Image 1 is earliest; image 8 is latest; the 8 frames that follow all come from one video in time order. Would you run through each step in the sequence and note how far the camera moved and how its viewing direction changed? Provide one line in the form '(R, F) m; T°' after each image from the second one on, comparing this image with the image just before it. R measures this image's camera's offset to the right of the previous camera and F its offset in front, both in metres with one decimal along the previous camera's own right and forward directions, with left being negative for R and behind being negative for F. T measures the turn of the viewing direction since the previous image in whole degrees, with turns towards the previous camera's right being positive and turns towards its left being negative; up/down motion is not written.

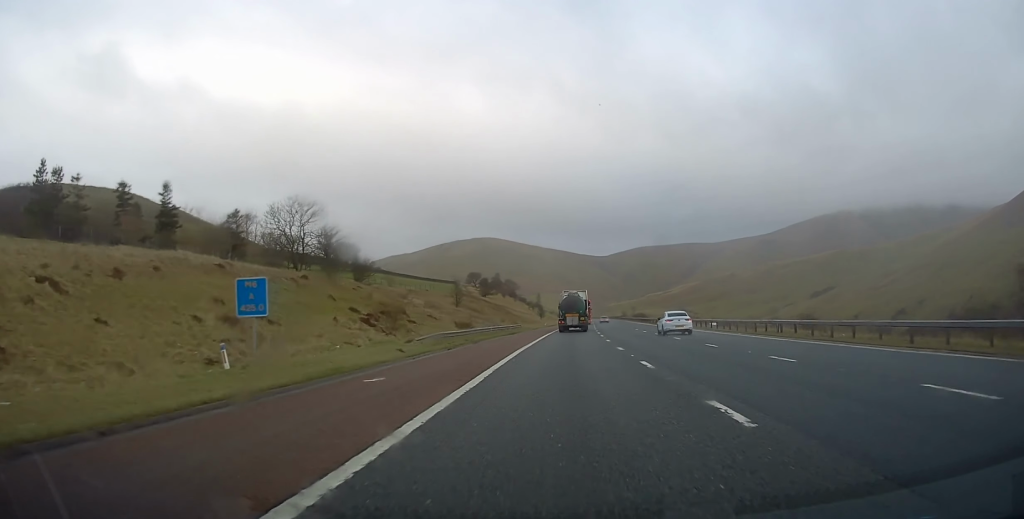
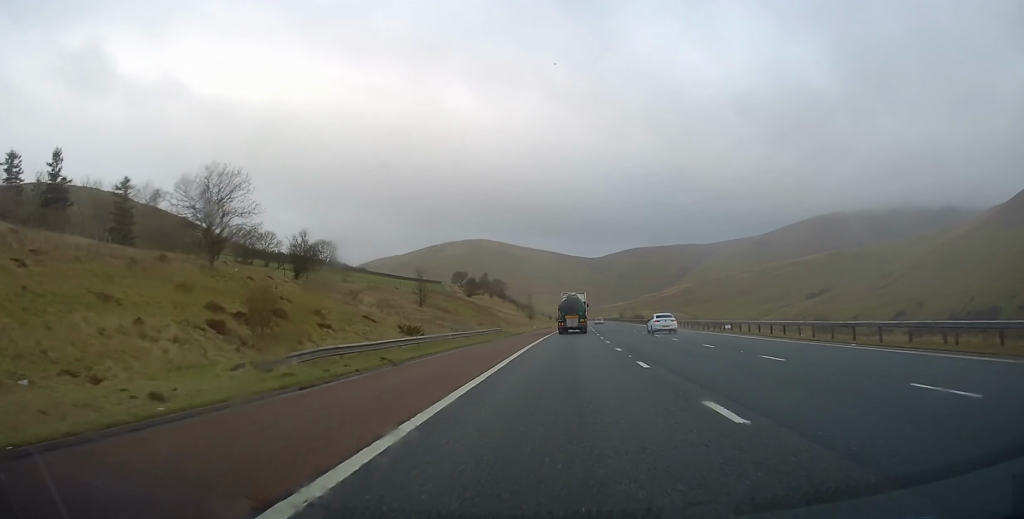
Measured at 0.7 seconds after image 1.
(+0.1, +17.6) m; +1°
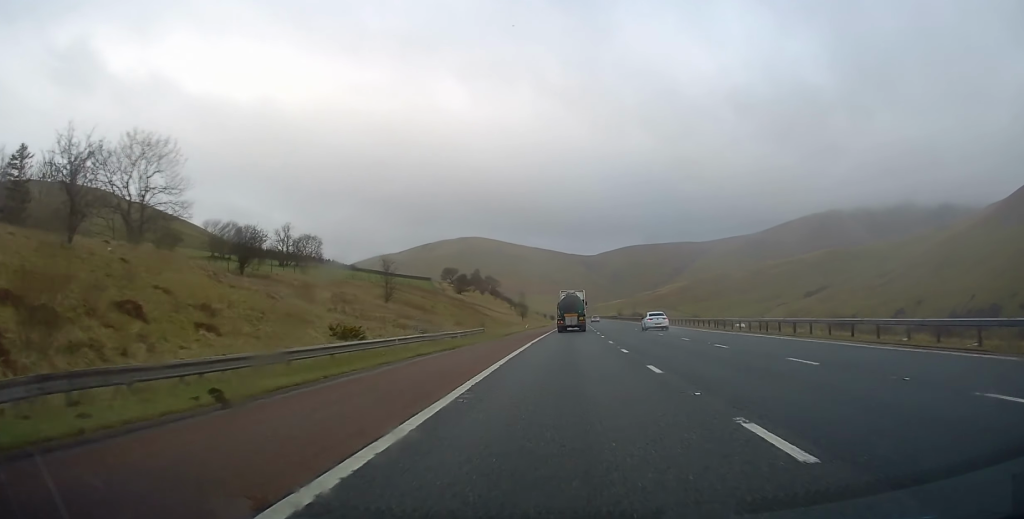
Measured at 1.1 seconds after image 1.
(0.0, +11.4) m; 0°
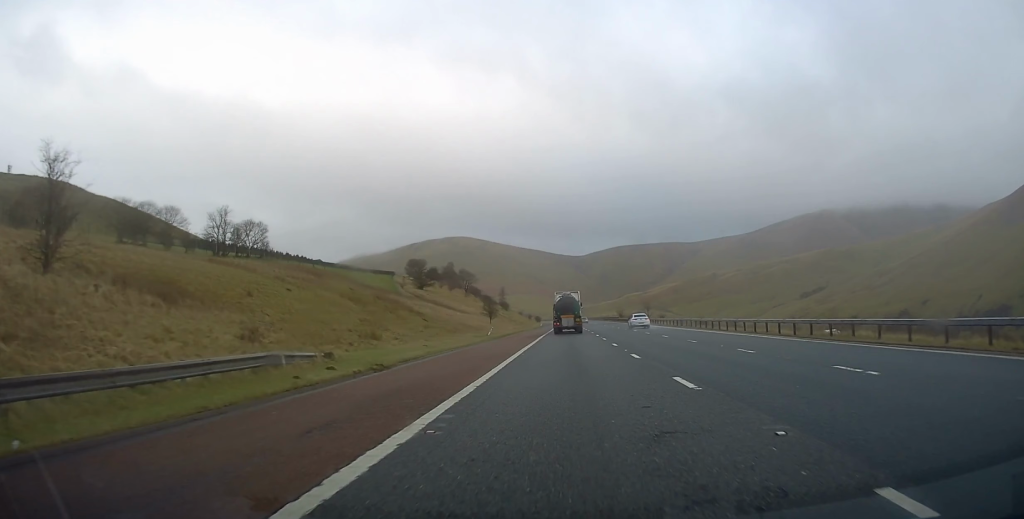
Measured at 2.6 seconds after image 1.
(+0.4, +38.9) m; +1°
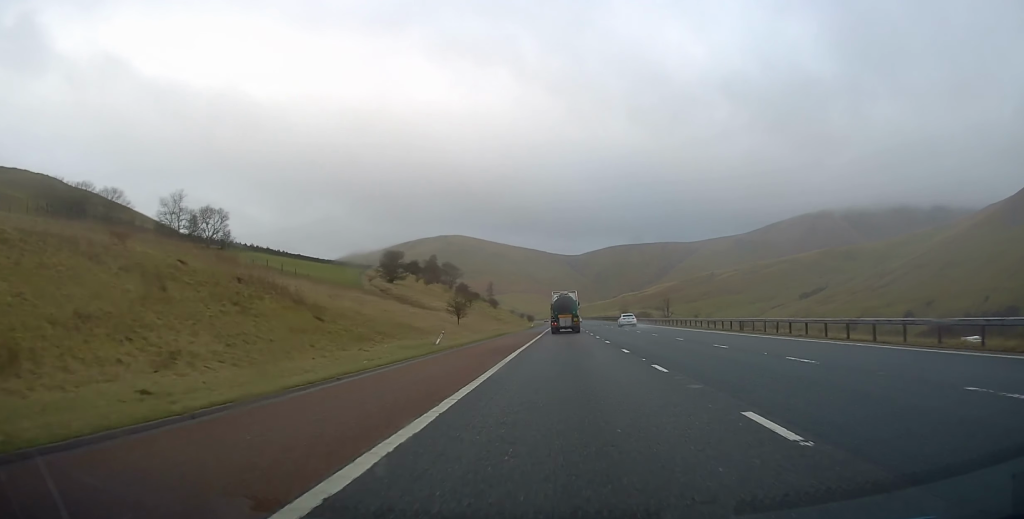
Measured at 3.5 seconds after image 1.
(+0.1, +23.4) m; 0°
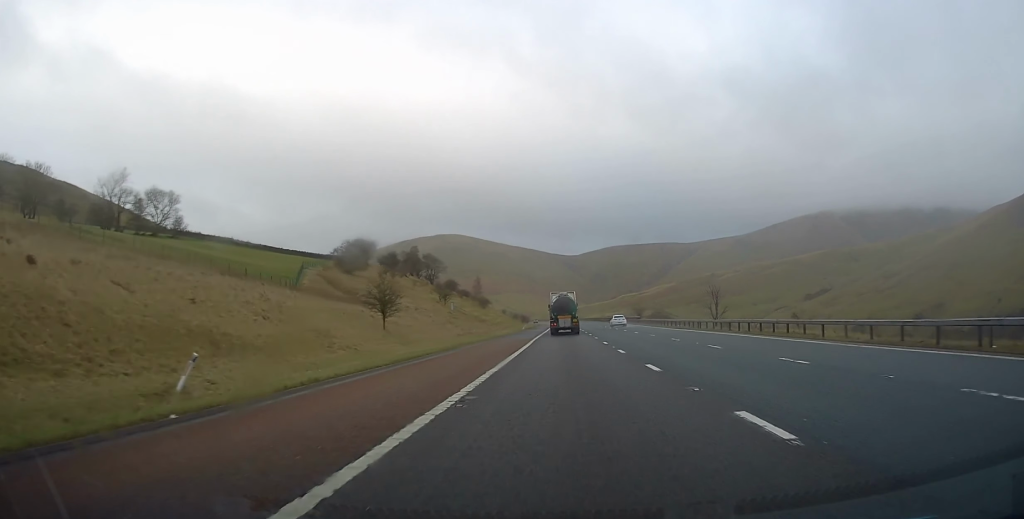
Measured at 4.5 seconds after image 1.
(0.0, +25.9) m; 0°
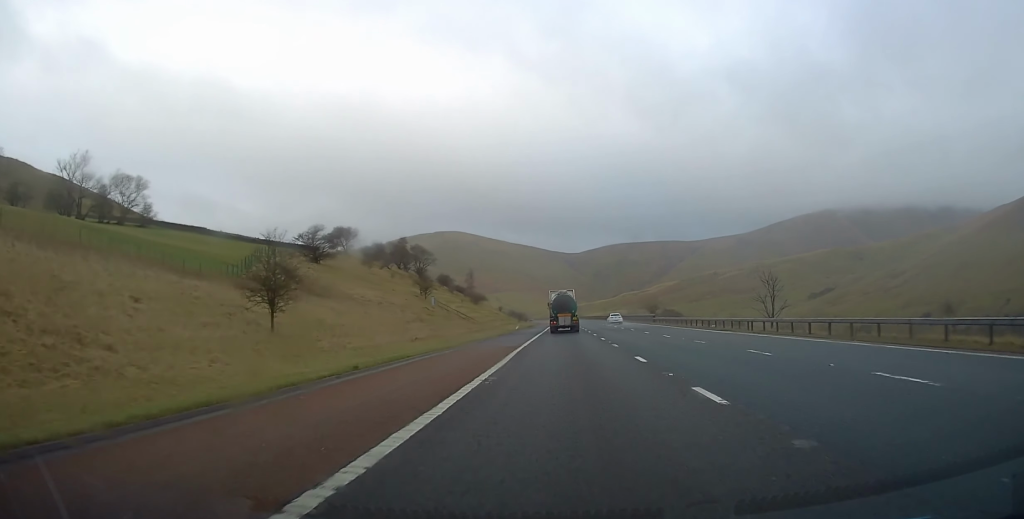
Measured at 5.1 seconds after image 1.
(0.0, +15.3) m; 0°
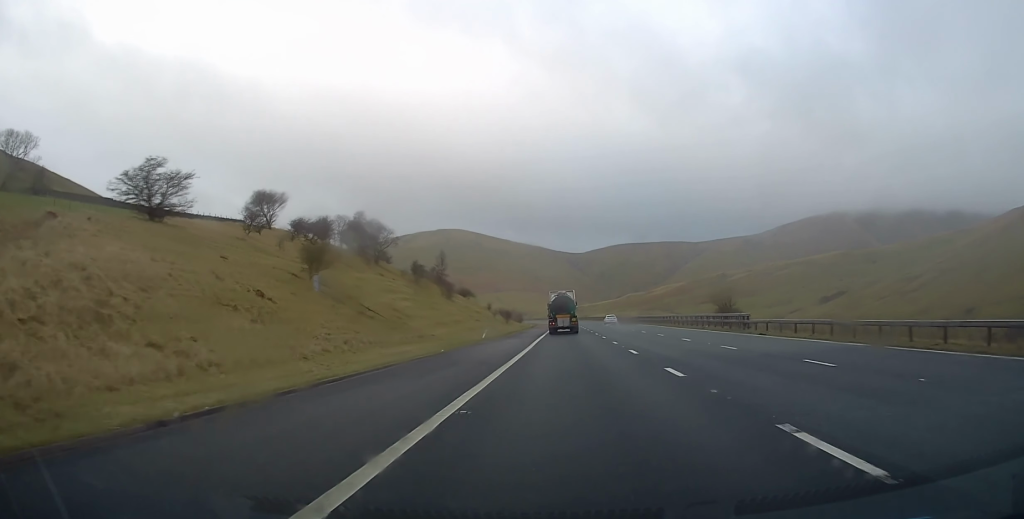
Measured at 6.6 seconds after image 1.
(-0.1, +39.7) m; -1°
